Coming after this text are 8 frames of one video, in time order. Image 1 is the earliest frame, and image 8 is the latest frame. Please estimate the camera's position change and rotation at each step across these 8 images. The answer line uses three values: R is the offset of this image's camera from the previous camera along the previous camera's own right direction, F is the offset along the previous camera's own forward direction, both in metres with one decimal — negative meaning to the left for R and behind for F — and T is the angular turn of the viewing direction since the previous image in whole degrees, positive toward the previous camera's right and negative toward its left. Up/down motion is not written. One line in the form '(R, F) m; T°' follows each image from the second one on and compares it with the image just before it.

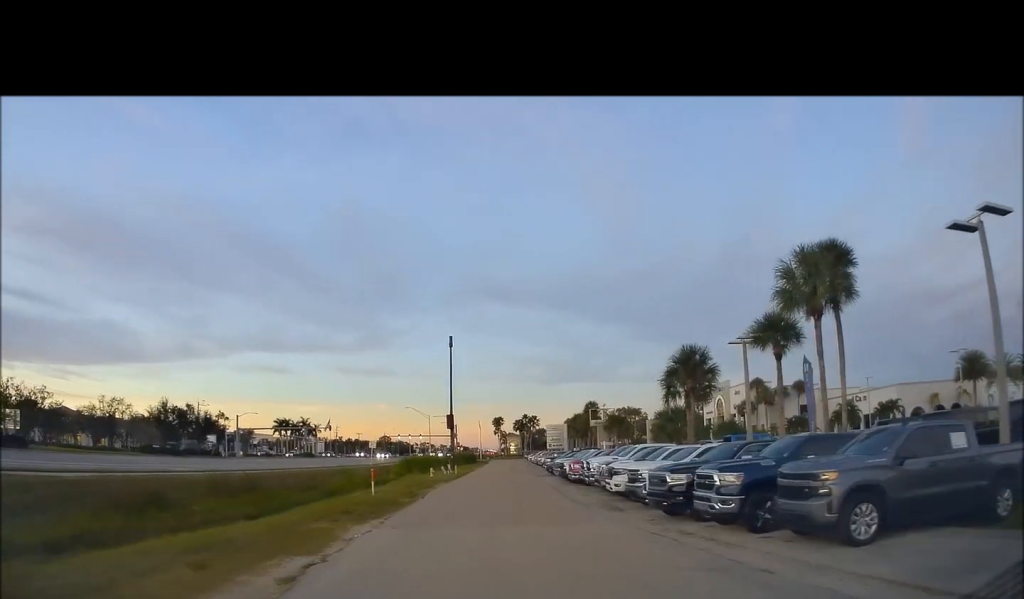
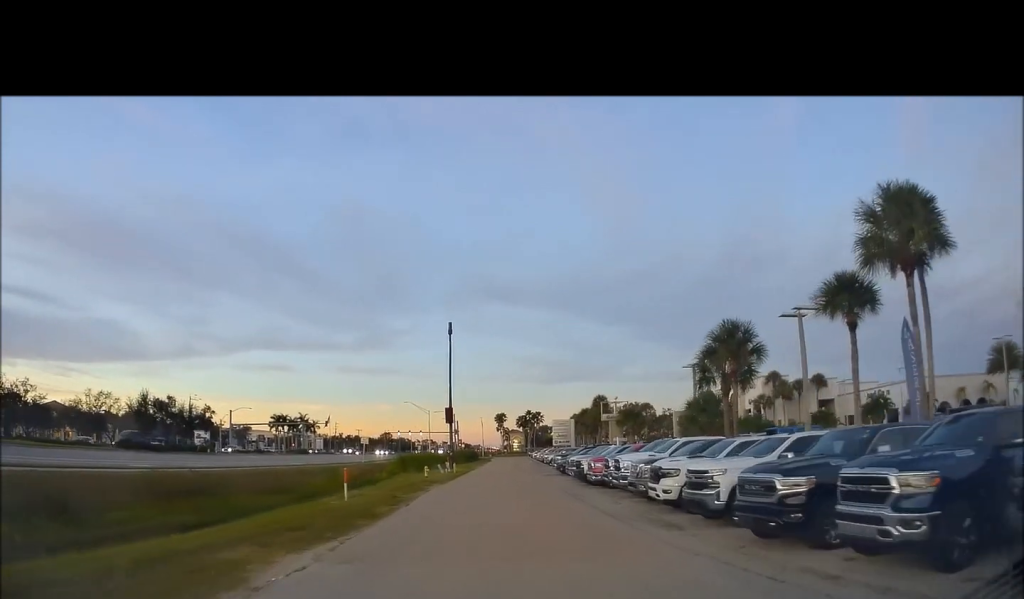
(0.0, +5.5) m; -2°
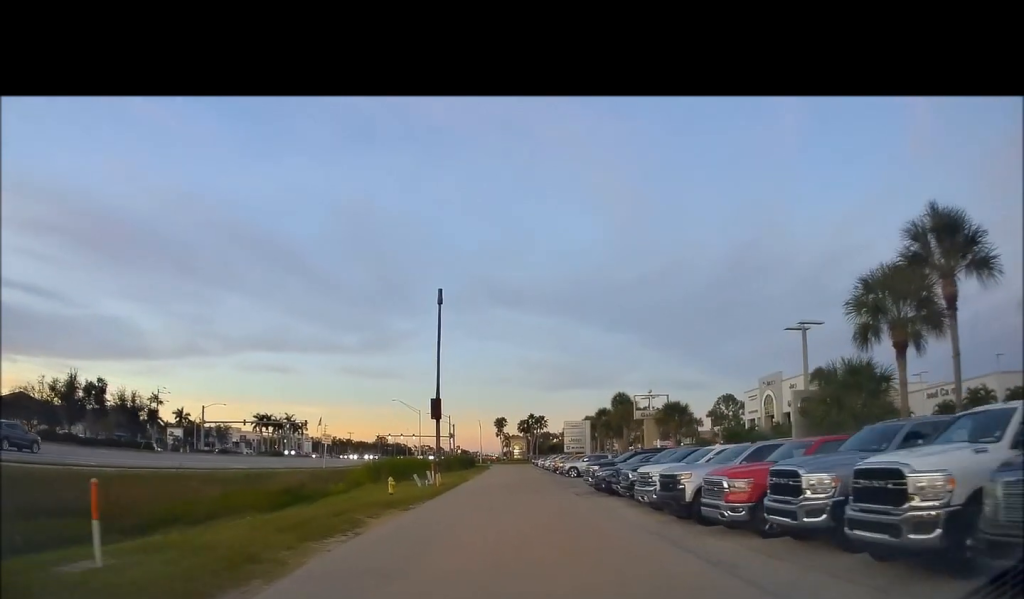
(-0.4, +14.3) m; 0°
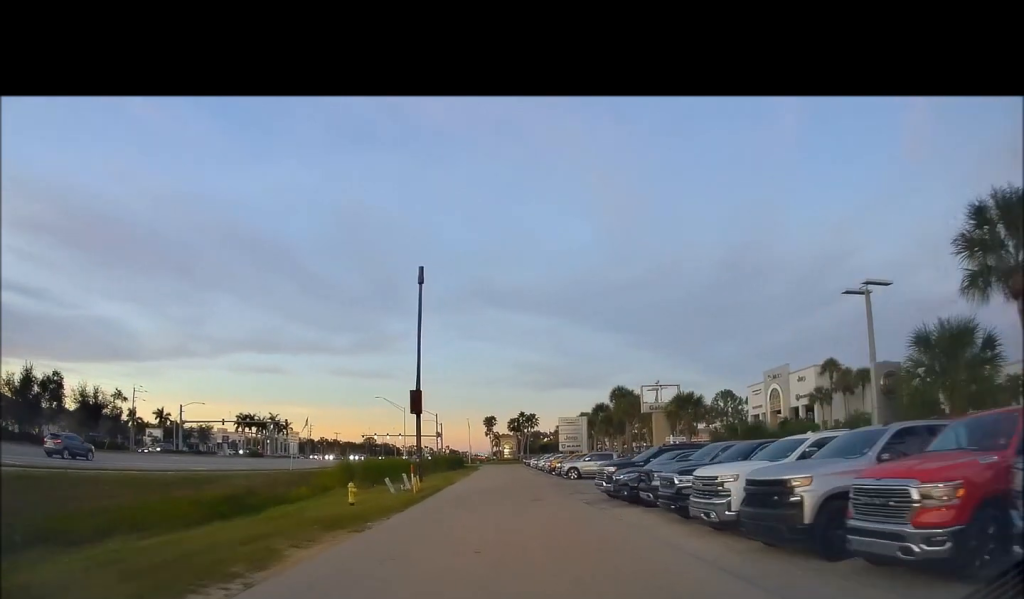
(+0.2, +5.6) m; +2°
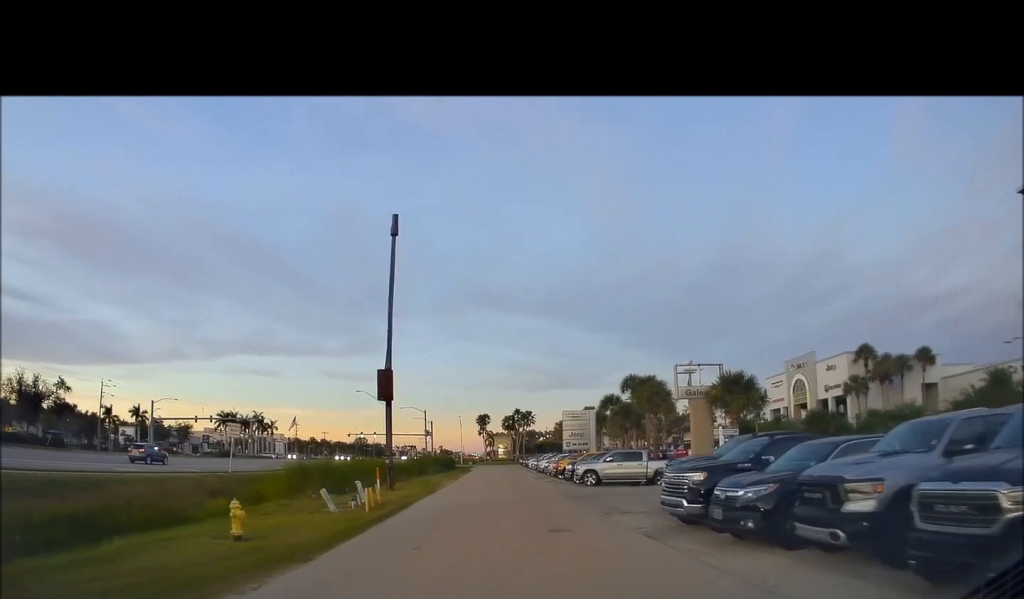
(+0.1, +9.3) m; -2°
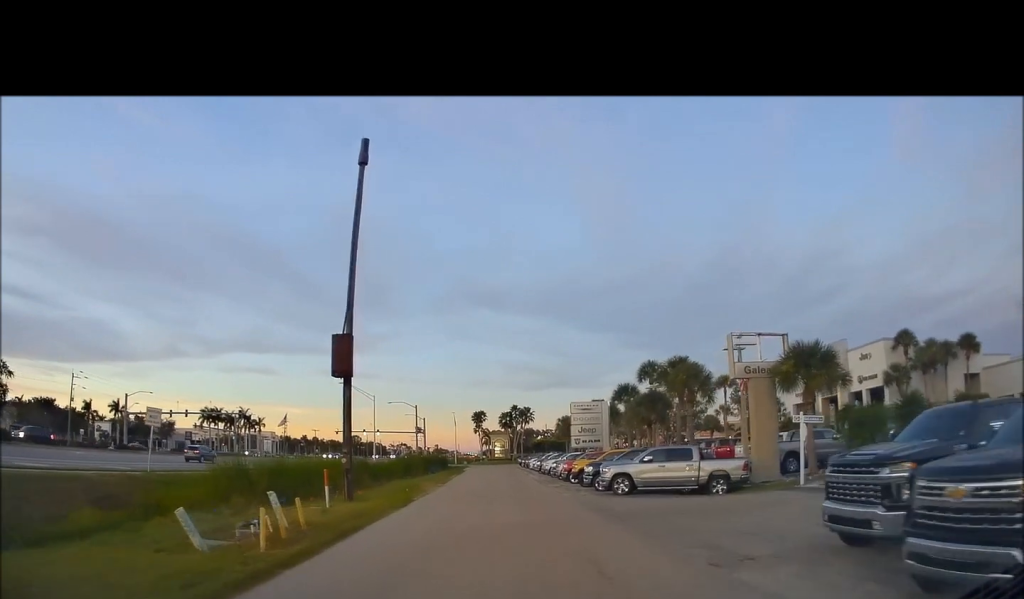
(-0.3, +8.2) m; 0°
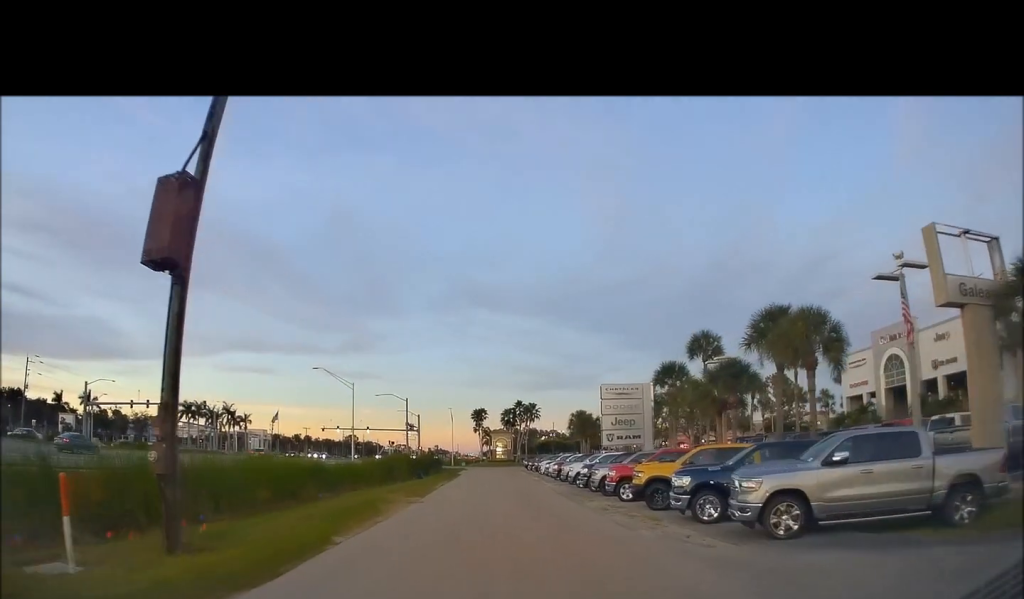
(+0.5, +13.0) m; +3°
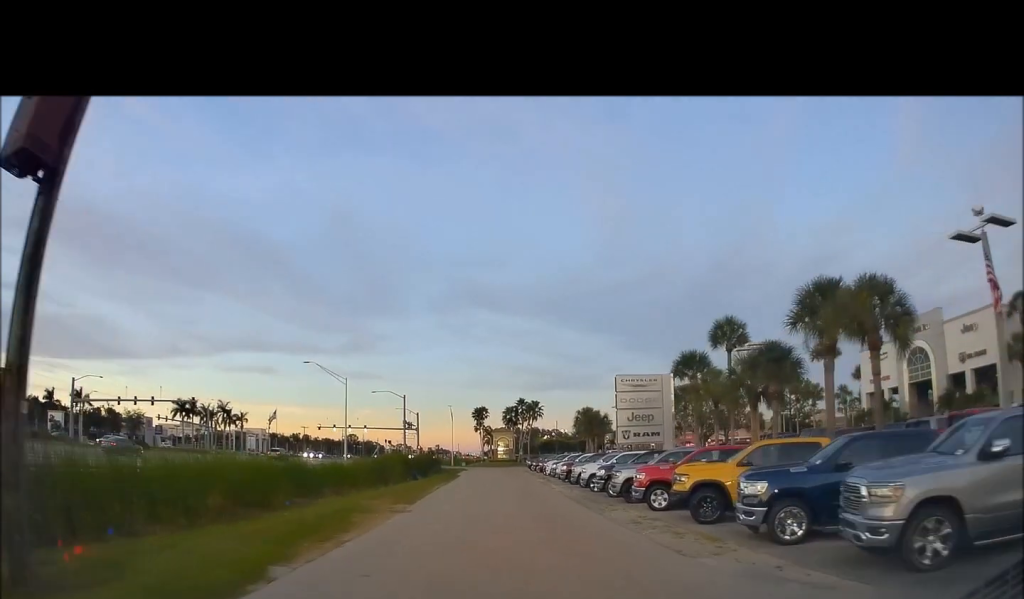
(0.0, +4.0) m; 0°
